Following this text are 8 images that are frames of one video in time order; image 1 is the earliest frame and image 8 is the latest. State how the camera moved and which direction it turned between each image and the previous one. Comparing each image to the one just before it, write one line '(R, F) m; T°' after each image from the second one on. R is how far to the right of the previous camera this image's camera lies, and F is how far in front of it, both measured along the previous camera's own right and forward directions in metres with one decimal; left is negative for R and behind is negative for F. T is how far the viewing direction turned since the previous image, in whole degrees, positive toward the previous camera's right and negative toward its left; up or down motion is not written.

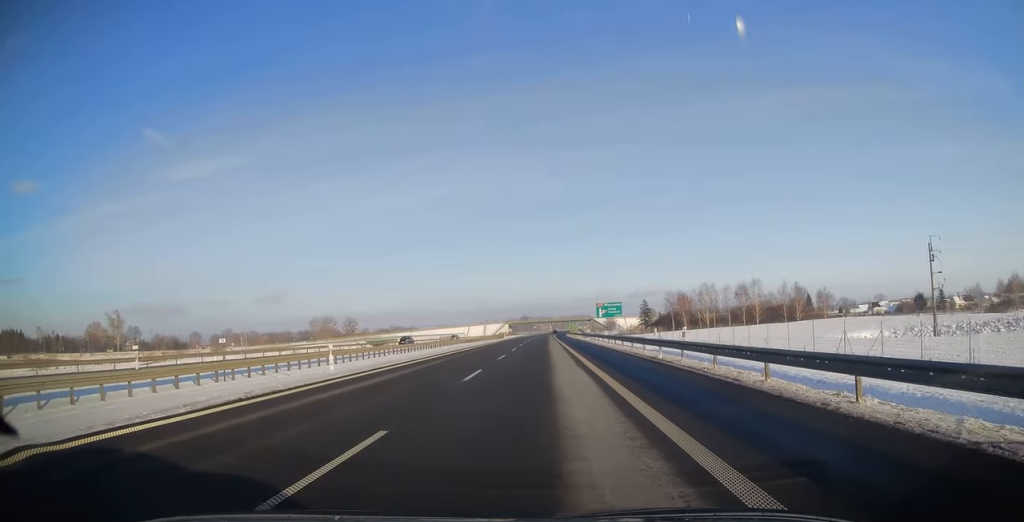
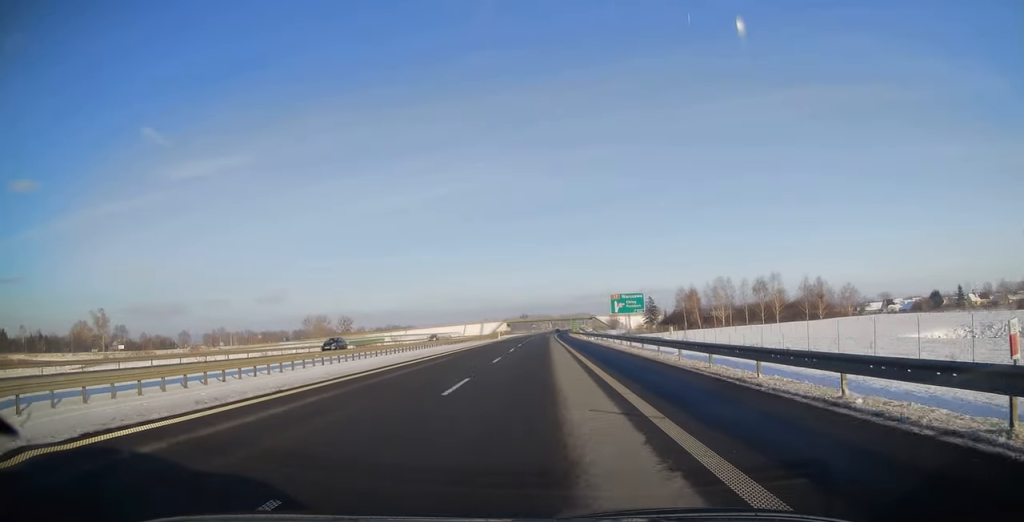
(-0.1, +15.4) m; 0°
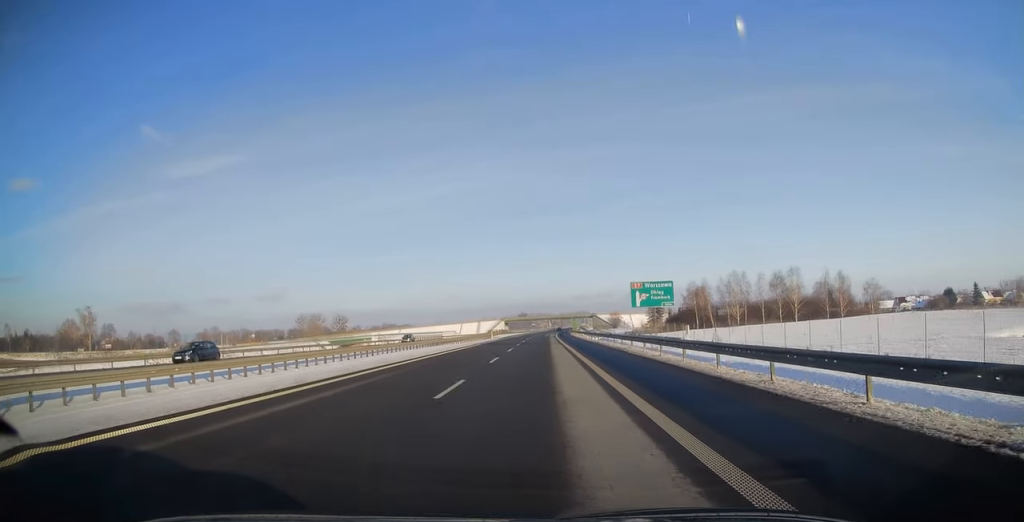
(+0.1, +12.7) m; 0°
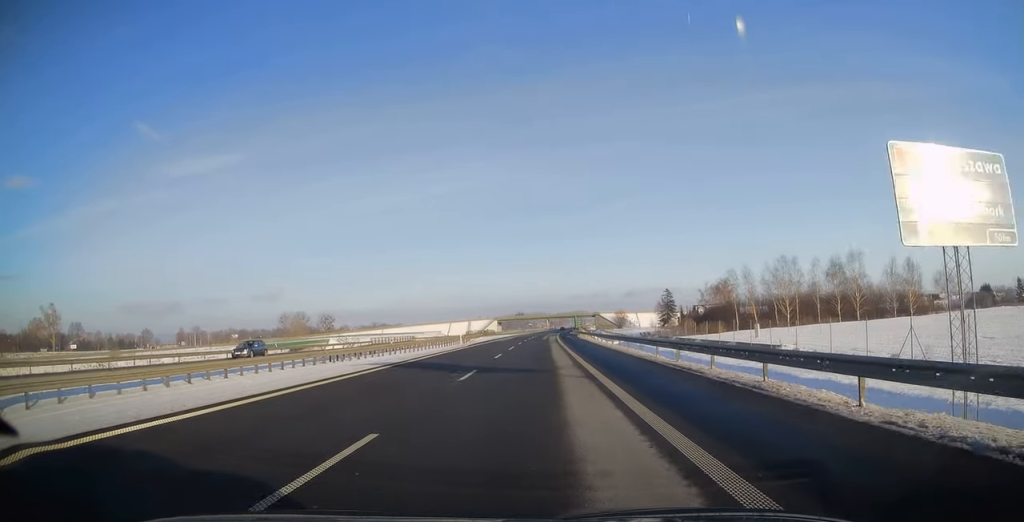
(+0.2, +31.9) m; 0°
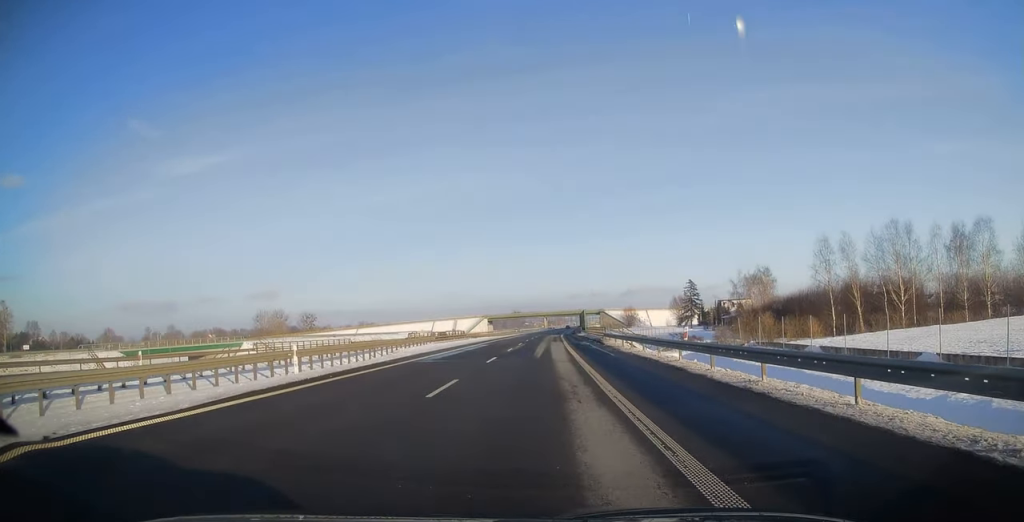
(0.0, +39.9) m; 0°
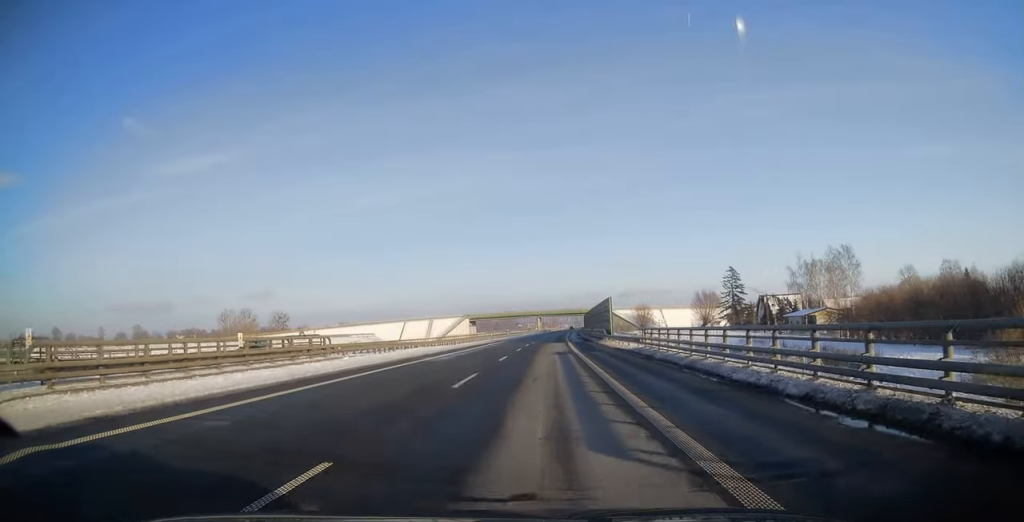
(+0.2, +46.3) m; 0°
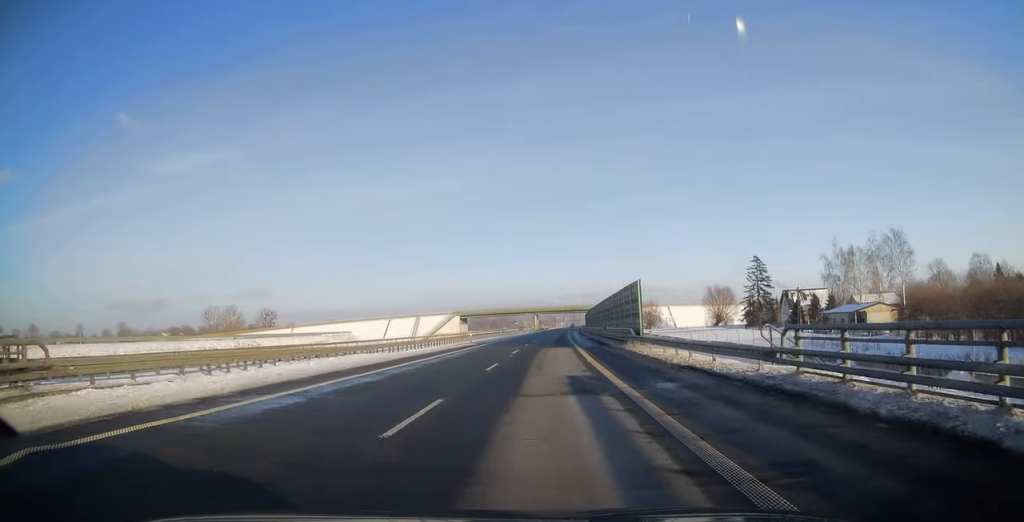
(0.0, +18.6) m; +1°
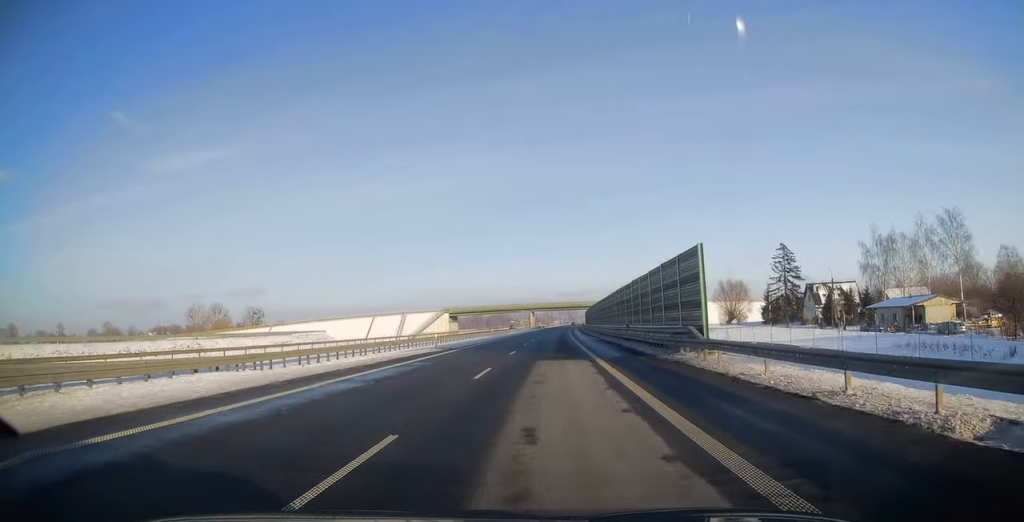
(0.0, +16.0) m; 0°
